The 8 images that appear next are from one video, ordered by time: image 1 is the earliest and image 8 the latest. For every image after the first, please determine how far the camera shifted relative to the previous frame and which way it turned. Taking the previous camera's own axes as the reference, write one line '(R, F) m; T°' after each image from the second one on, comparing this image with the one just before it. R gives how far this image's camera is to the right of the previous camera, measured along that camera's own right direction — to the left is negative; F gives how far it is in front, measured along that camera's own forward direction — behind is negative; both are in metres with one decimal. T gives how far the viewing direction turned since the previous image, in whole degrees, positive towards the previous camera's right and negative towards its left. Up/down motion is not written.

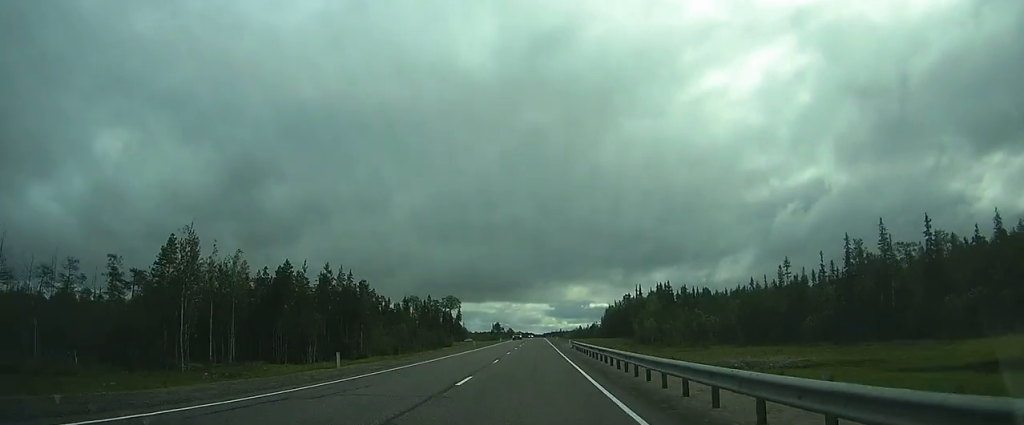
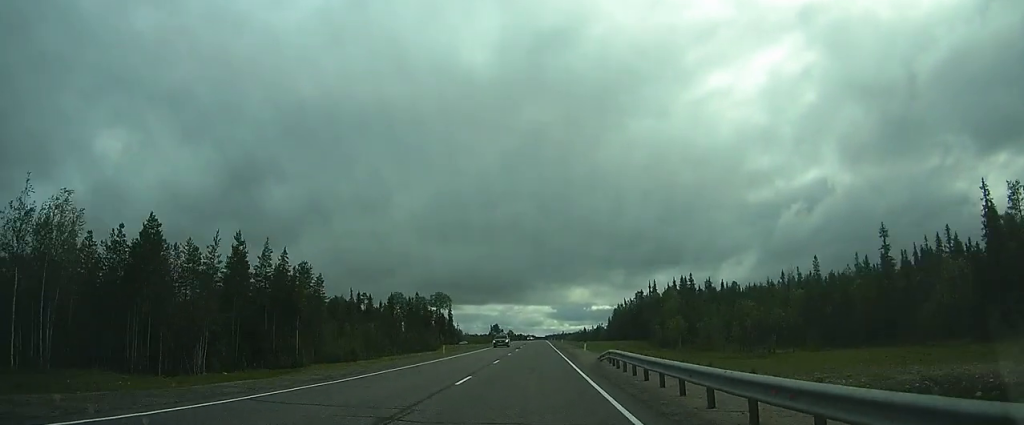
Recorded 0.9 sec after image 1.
(-0.1, +24.3) m; 0°
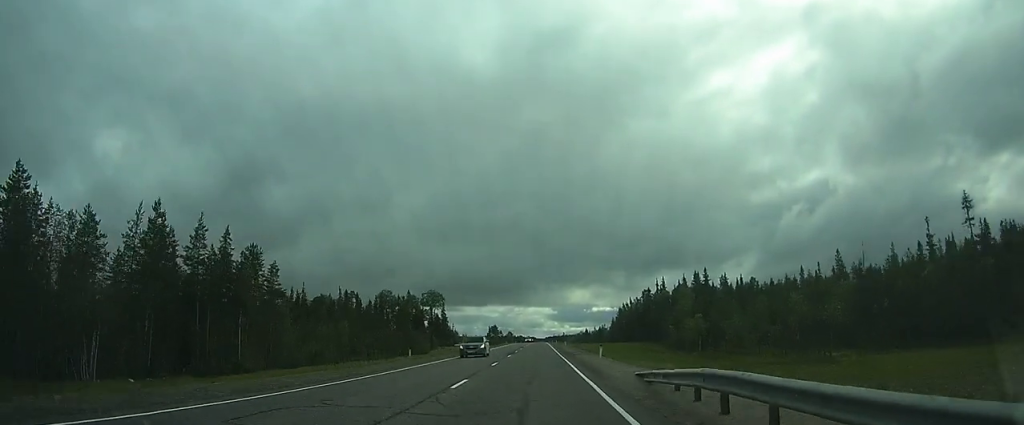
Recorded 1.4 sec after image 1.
(0.0, +13.0) m; 0°
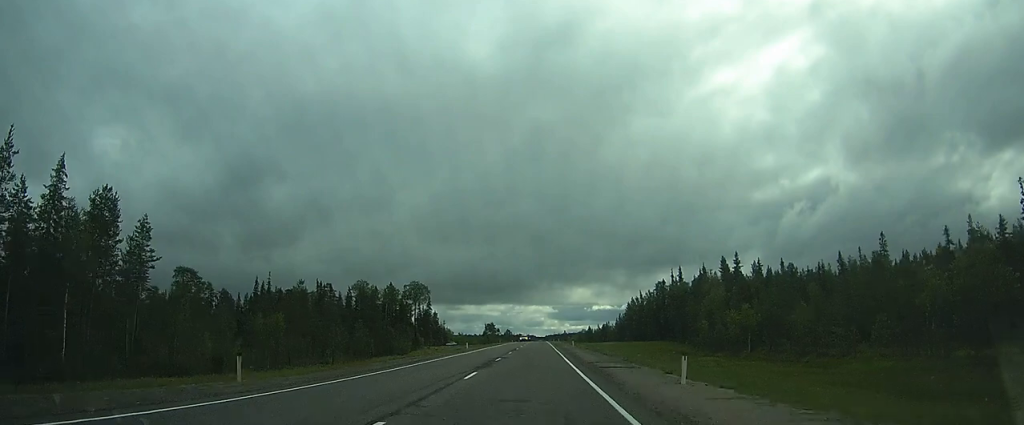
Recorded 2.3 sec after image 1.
(0.0, +21.7) m; 0°
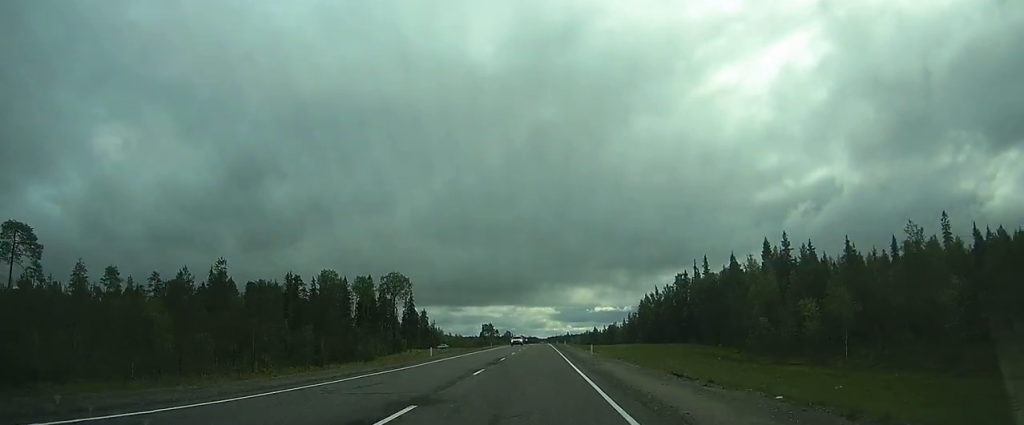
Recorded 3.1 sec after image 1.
(+0.1, +22.7) m; 0°
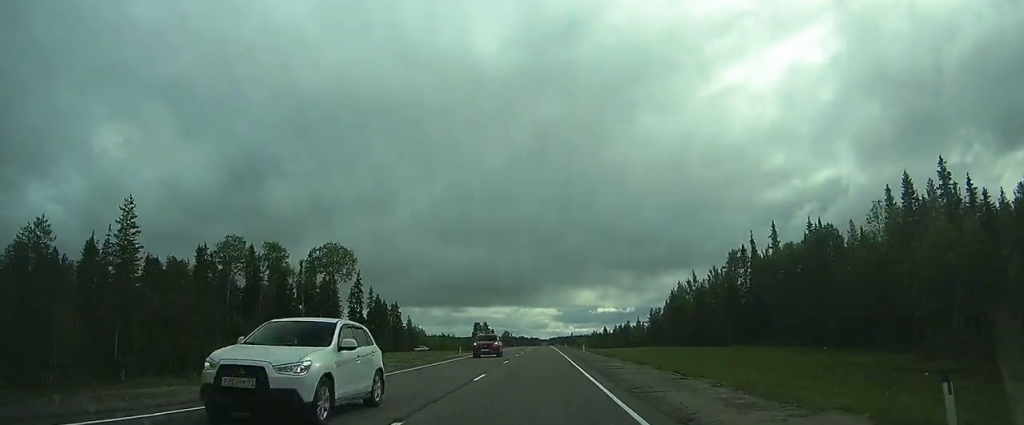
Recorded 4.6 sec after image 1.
(-0.1, +39.5) m; 0°
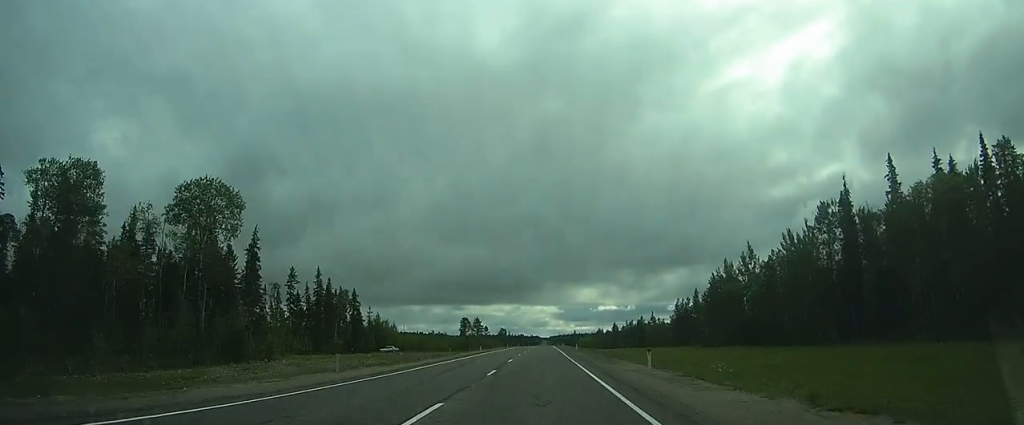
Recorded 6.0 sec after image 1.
(-0.1, +35.3) m; 0°
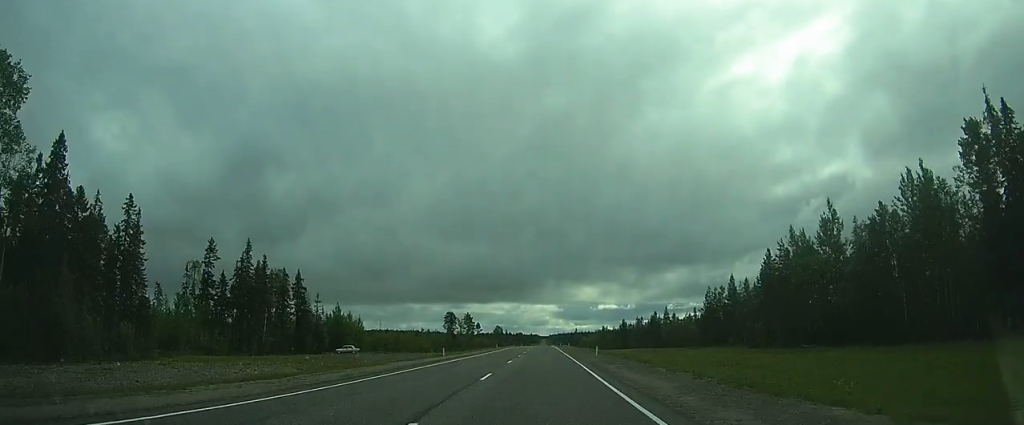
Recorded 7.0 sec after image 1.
(0.0, +28.3) m; 0°
